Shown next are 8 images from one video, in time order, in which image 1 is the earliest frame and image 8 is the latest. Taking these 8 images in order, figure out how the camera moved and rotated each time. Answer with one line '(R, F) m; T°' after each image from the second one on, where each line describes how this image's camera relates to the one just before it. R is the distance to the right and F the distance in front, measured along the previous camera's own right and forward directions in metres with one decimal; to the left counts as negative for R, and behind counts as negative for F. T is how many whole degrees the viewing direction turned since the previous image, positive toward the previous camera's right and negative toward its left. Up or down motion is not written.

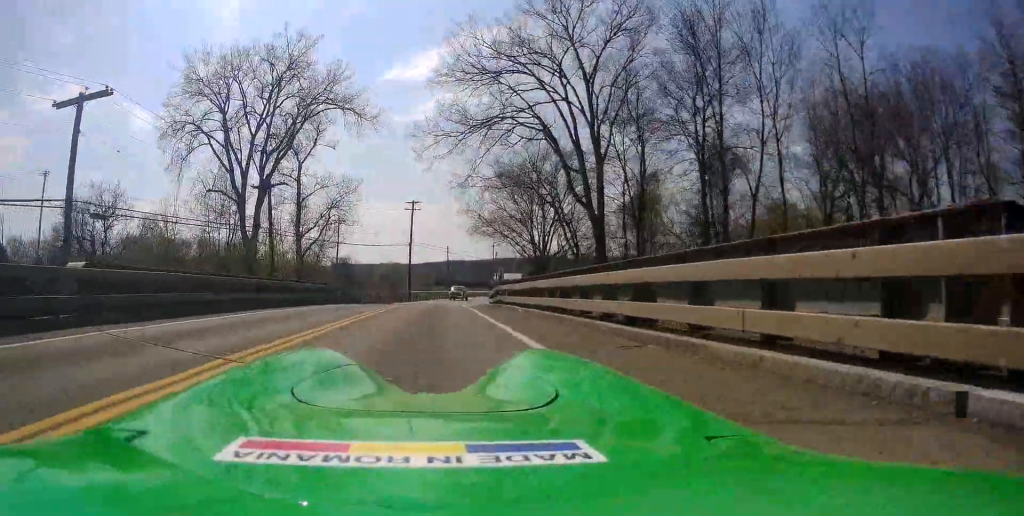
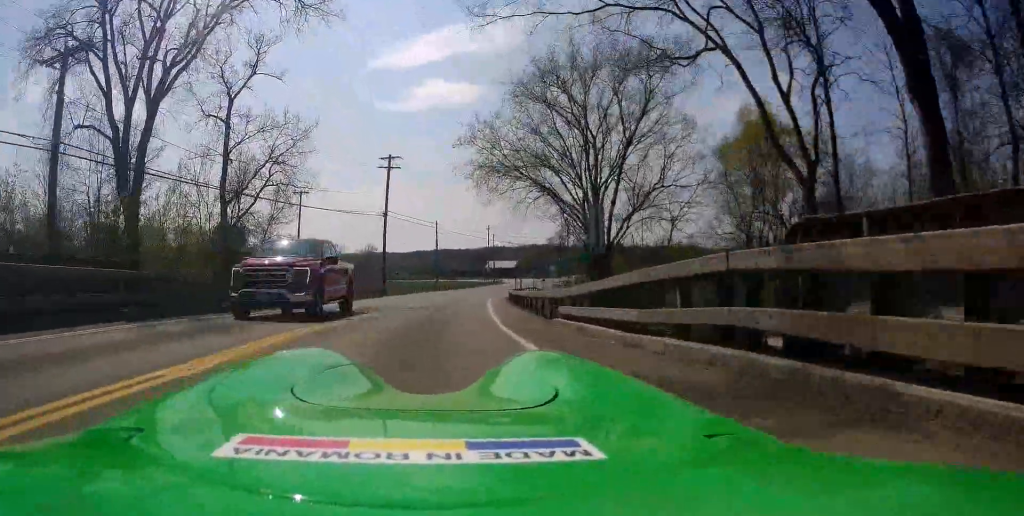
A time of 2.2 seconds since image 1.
(+0.2, +21.9) m; +4°
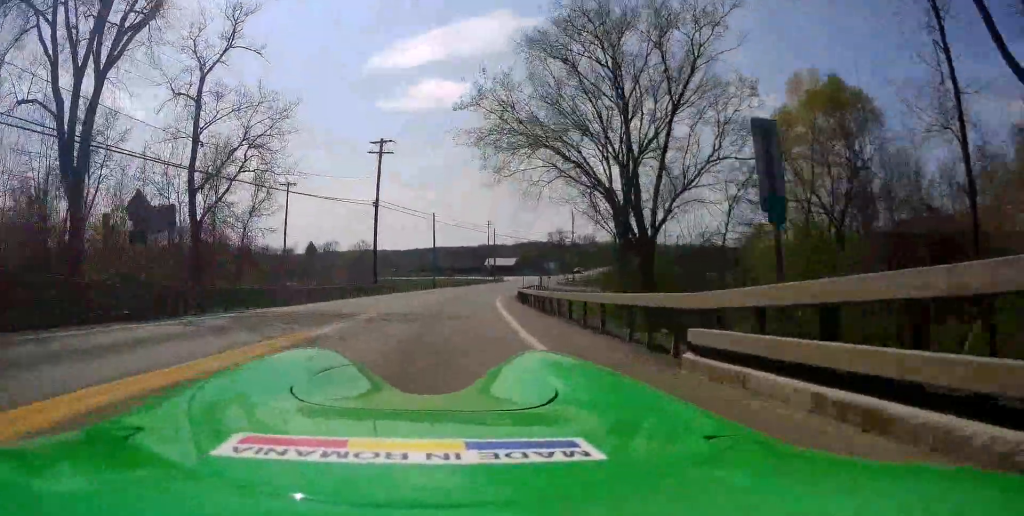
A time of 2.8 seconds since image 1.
(0.0, +6.1) m; +2°
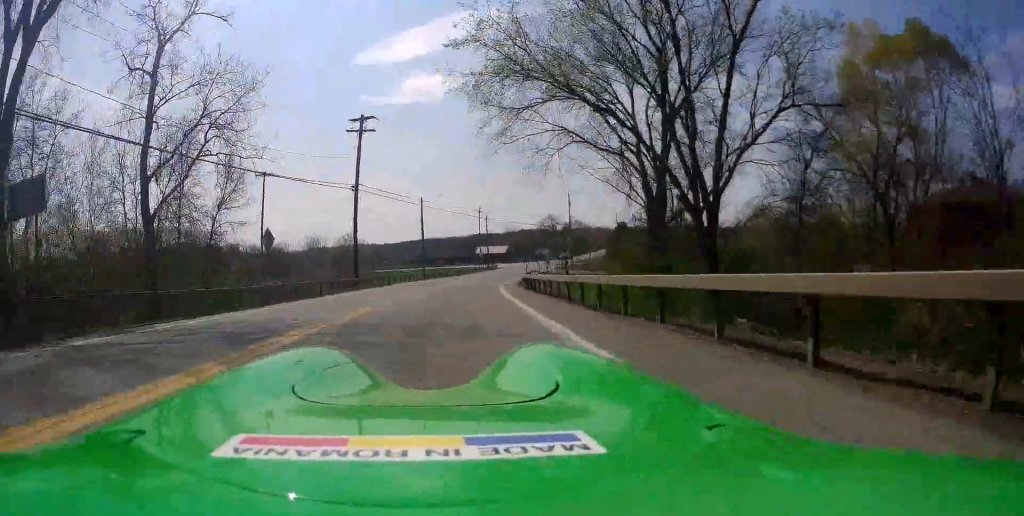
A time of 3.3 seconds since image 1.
(+0.3, +6.3) m; 0°
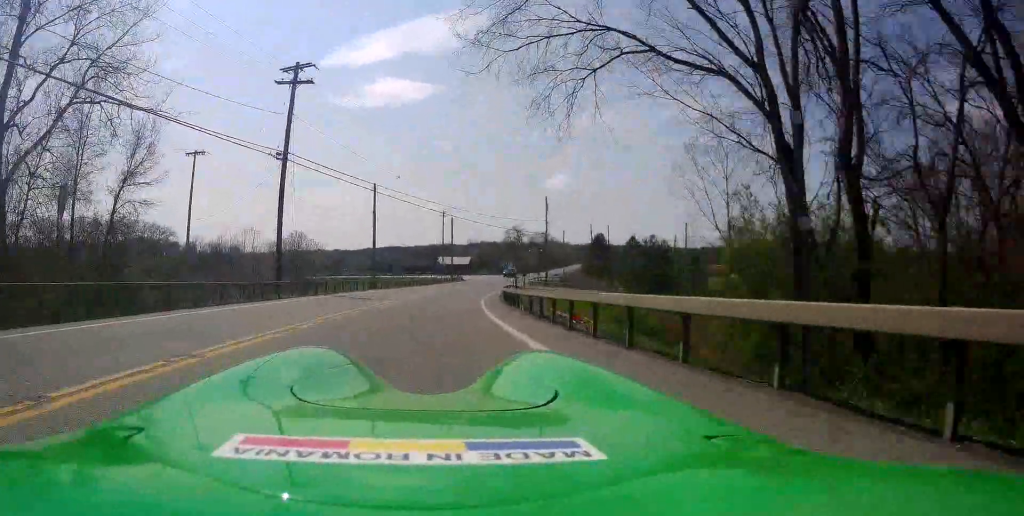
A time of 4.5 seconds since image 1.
(-0.2, +12.3) m; 0°
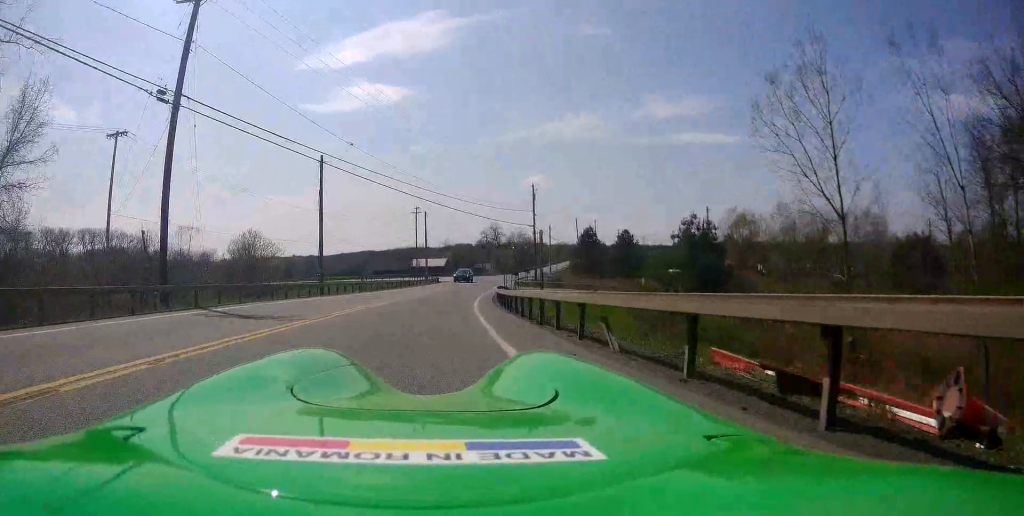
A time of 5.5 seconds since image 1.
(+0.4, +12.0) m; +2°
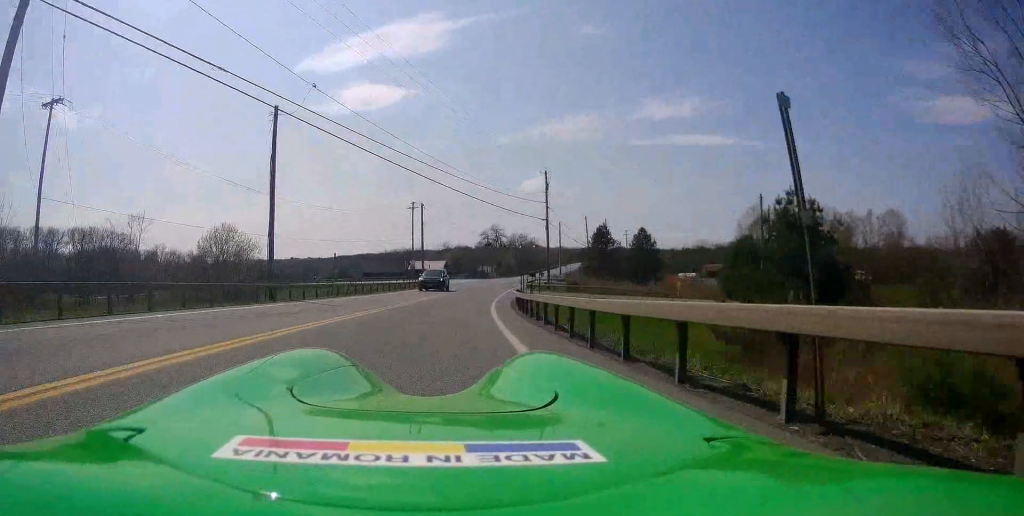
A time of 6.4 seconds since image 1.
(+0.1, +10.3) m; 0°
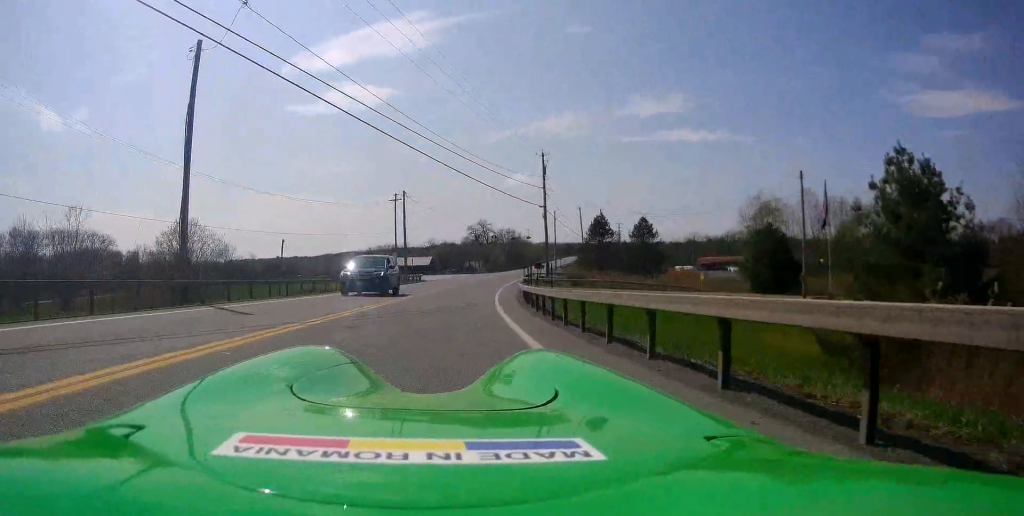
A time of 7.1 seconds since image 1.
(0.0, +8.0) m; +1°
